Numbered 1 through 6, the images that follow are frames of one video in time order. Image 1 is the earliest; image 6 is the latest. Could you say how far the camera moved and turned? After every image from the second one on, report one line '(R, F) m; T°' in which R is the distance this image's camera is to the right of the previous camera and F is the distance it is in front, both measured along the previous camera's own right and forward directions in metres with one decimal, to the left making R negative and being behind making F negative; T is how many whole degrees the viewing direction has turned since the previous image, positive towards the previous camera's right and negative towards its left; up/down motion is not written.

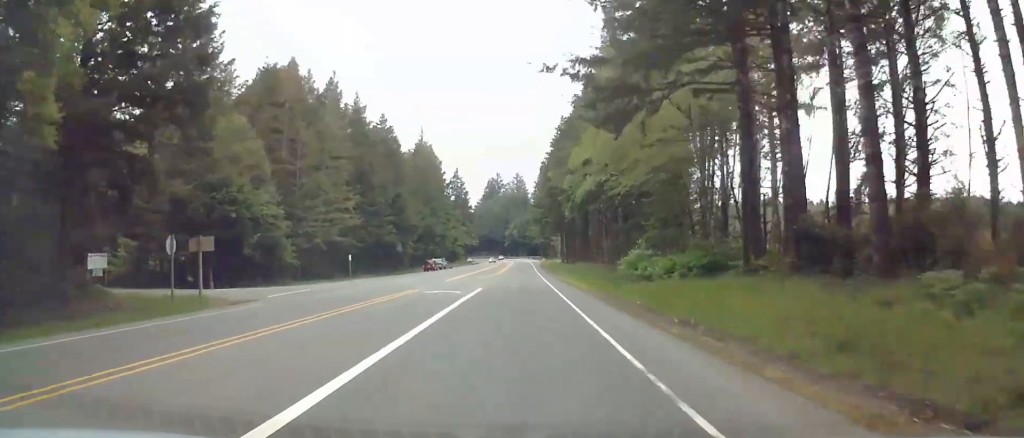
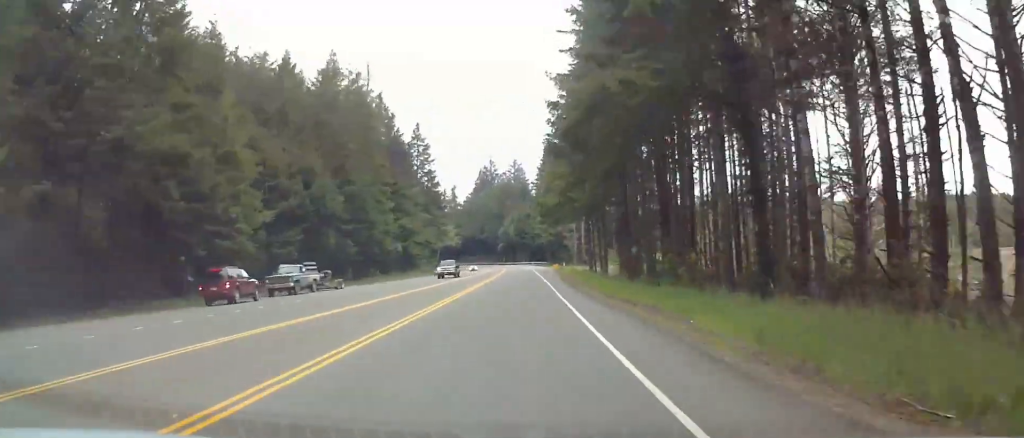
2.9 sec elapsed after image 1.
(-0.4, +74.5) m; 0°
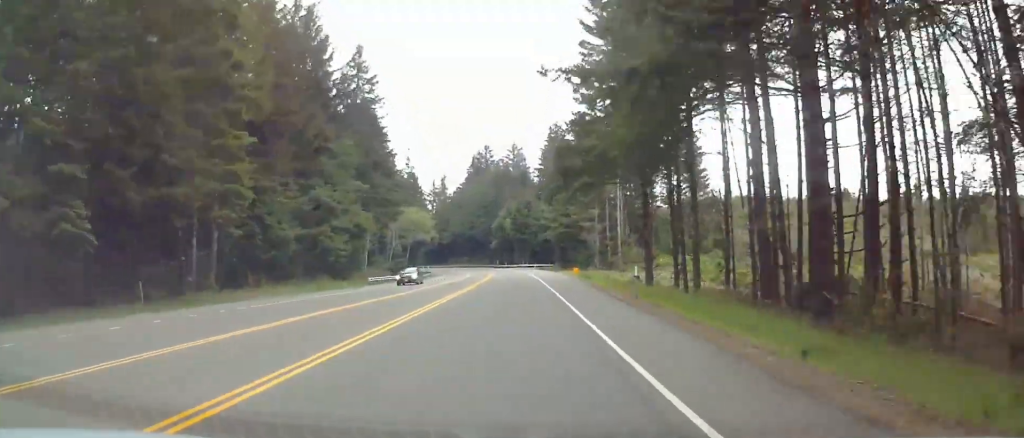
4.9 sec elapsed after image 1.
(0.0, +48.7) m; 0°
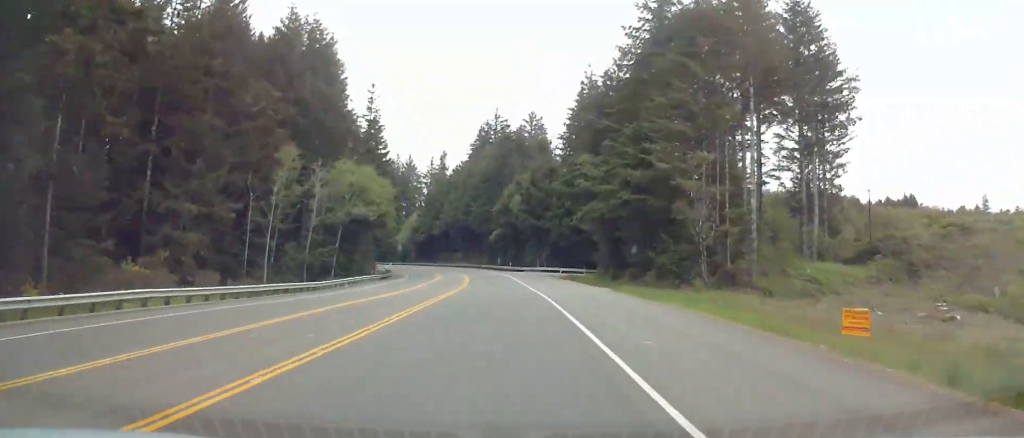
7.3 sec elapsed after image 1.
(-0.5, +60.0) m; -2°
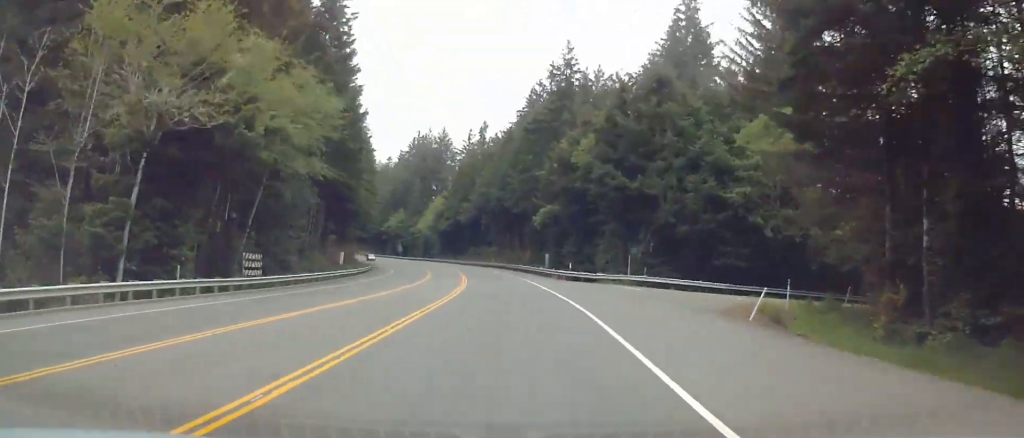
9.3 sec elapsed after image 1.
(-1.3, +51.2) m; -3°
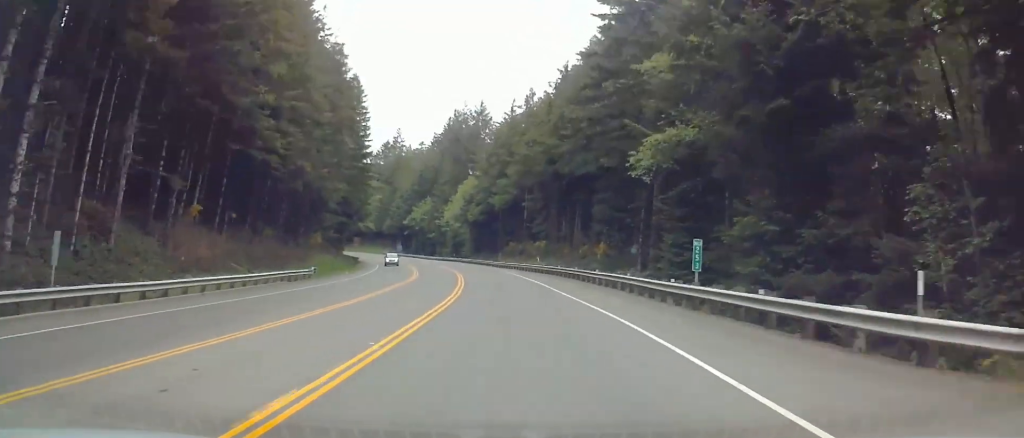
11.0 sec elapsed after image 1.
(-1.1, +41.0) m; -3°
